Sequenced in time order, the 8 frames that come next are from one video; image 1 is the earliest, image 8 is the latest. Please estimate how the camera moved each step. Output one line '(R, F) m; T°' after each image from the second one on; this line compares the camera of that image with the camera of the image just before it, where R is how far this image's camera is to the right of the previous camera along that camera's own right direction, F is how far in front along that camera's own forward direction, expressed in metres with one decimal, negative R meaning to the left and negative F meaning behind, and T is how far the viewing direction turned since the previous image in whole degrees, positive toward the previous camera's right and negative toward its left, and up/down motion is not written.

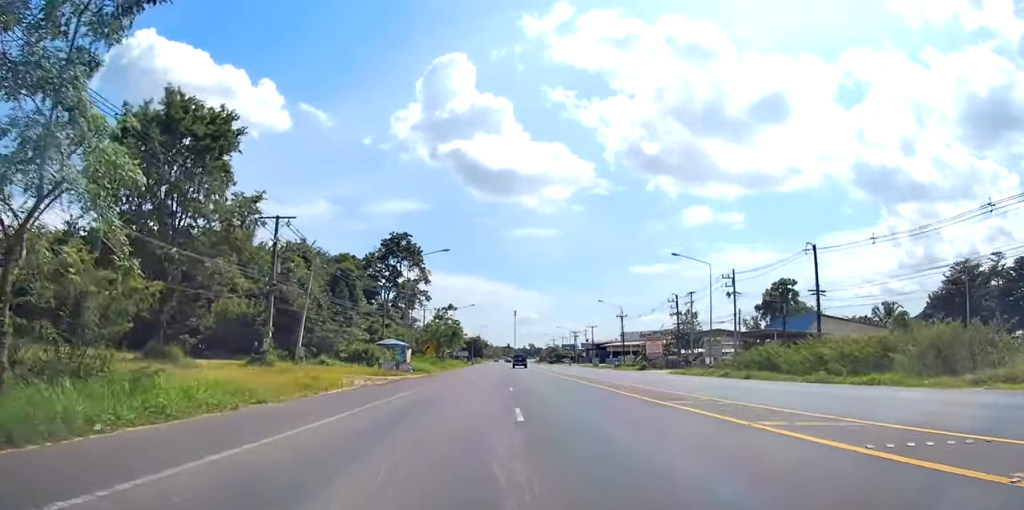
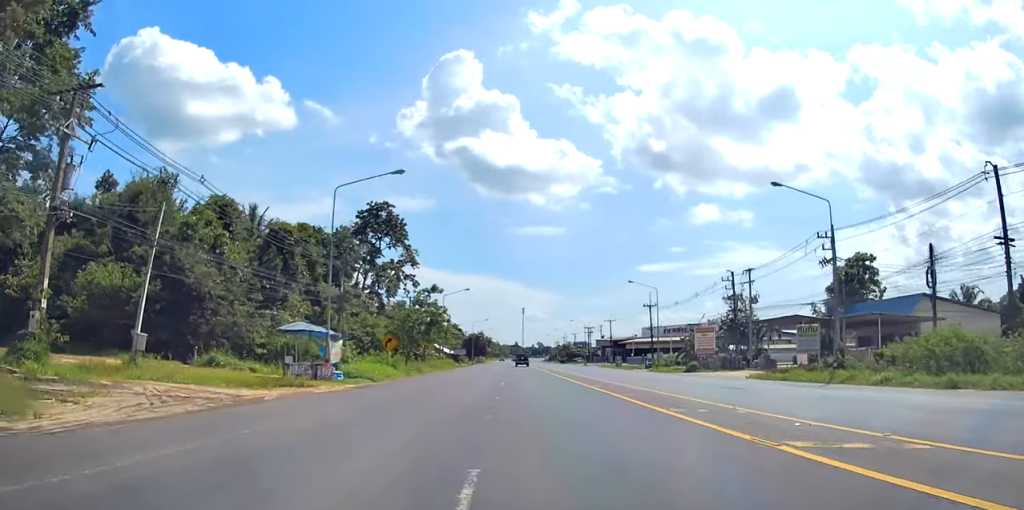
(+0.2, +20.3) m; +1°
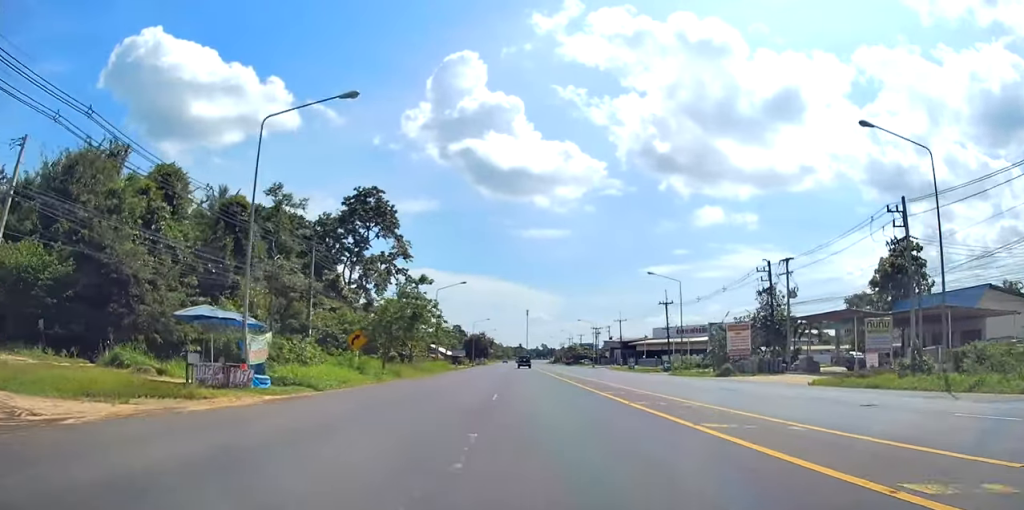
(0.0, +8.9) m; 0°
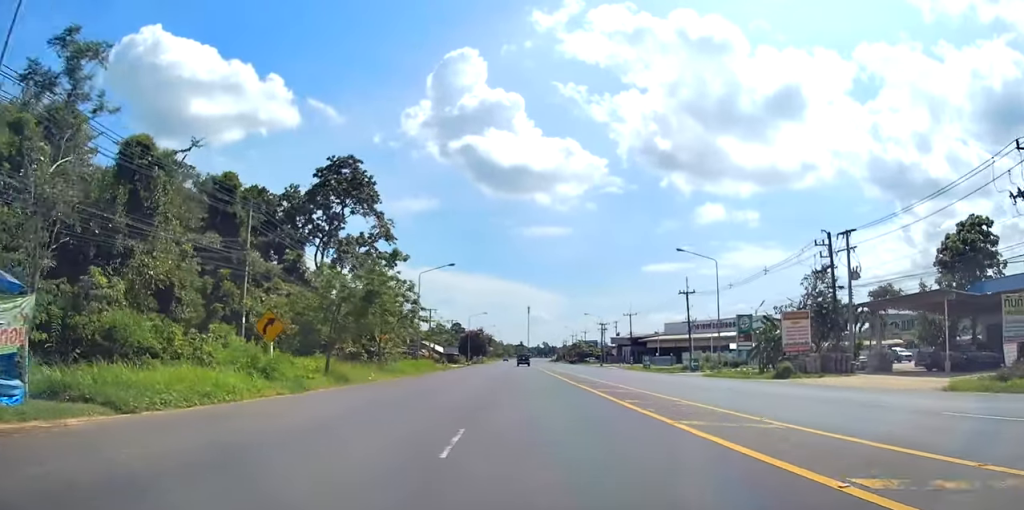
(+0.1, +11.1) m; -1°
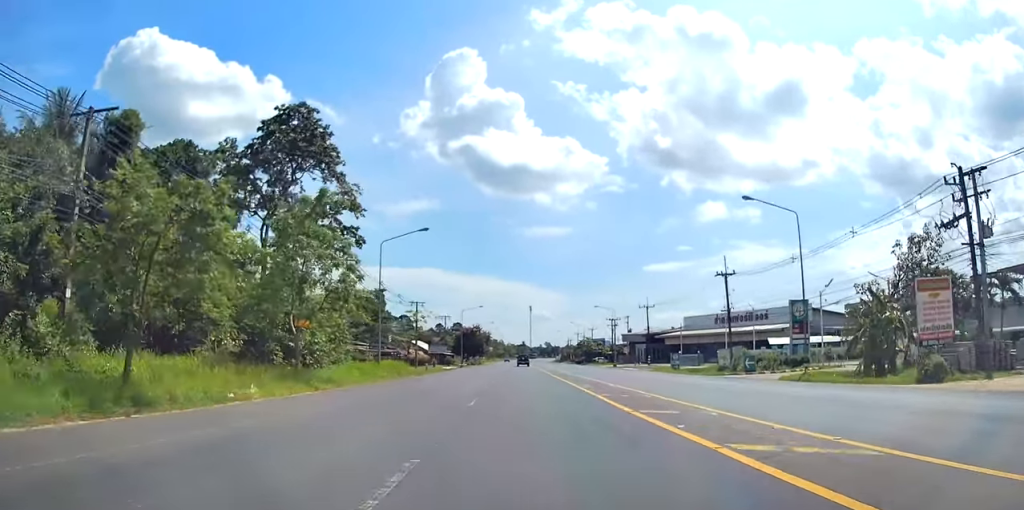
(-0.4, +15.2) m; -2°
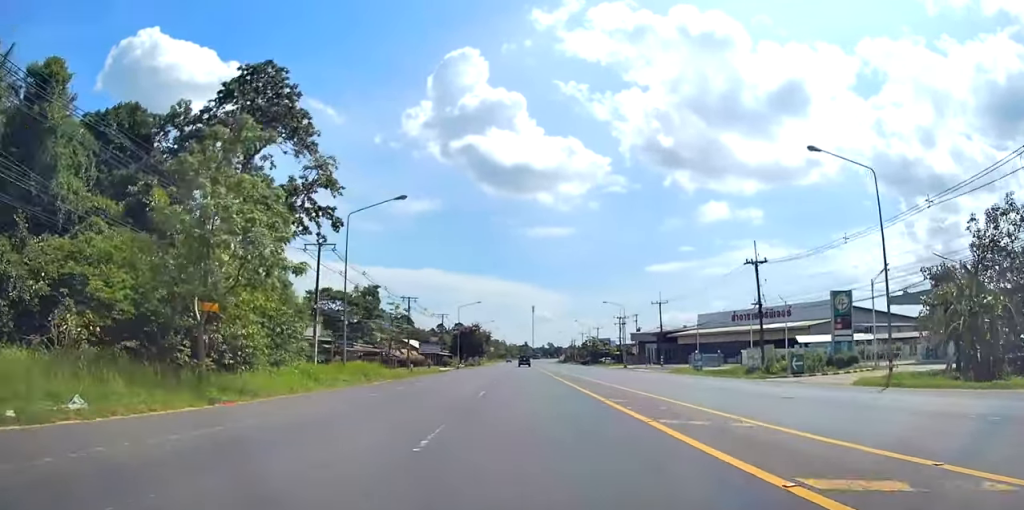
(-0.1, +8.5) m; -1°
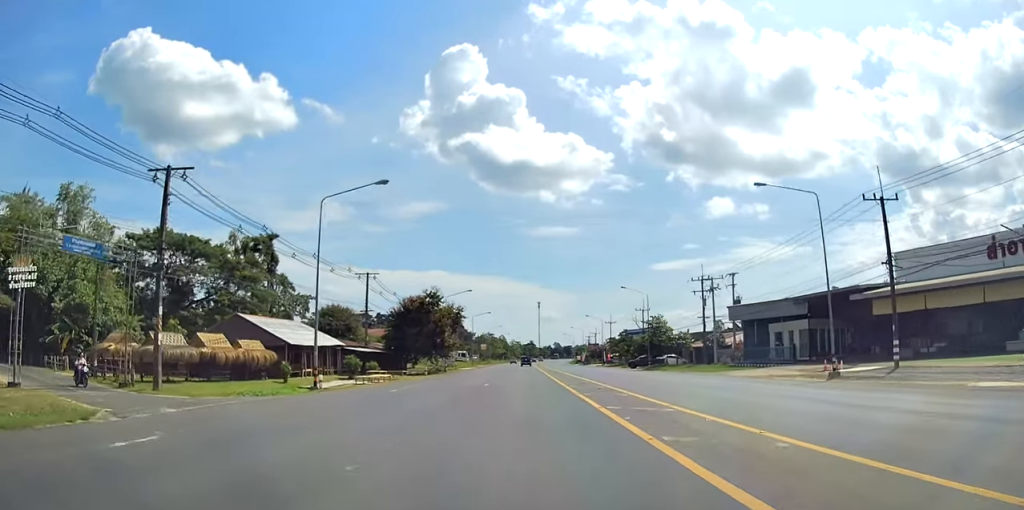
(+1.4, +62.1) m; +3°
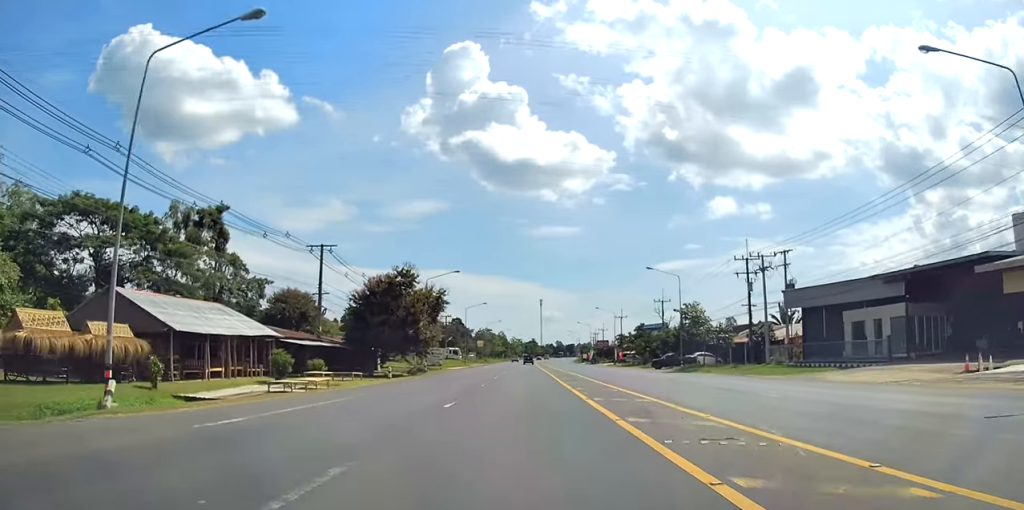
(+0.3, +15.3) m; +1°
